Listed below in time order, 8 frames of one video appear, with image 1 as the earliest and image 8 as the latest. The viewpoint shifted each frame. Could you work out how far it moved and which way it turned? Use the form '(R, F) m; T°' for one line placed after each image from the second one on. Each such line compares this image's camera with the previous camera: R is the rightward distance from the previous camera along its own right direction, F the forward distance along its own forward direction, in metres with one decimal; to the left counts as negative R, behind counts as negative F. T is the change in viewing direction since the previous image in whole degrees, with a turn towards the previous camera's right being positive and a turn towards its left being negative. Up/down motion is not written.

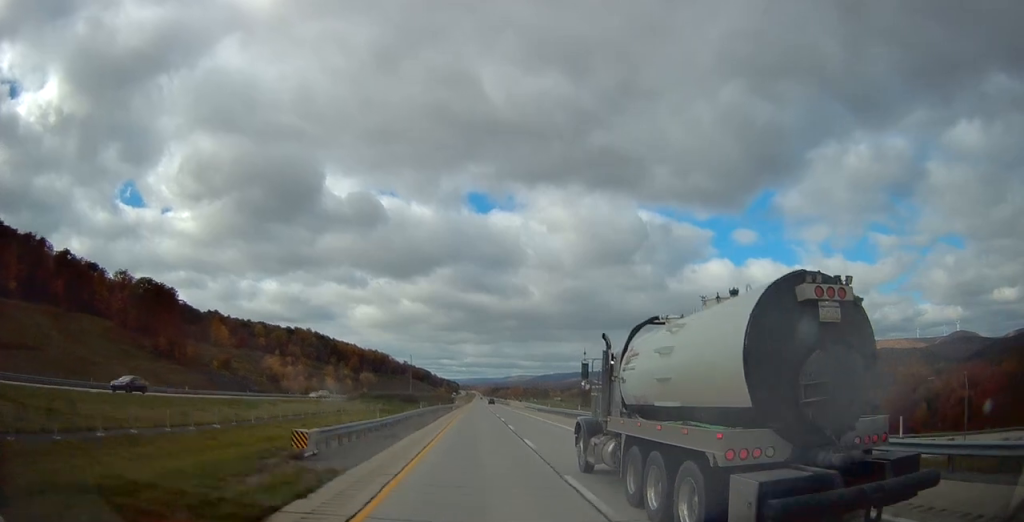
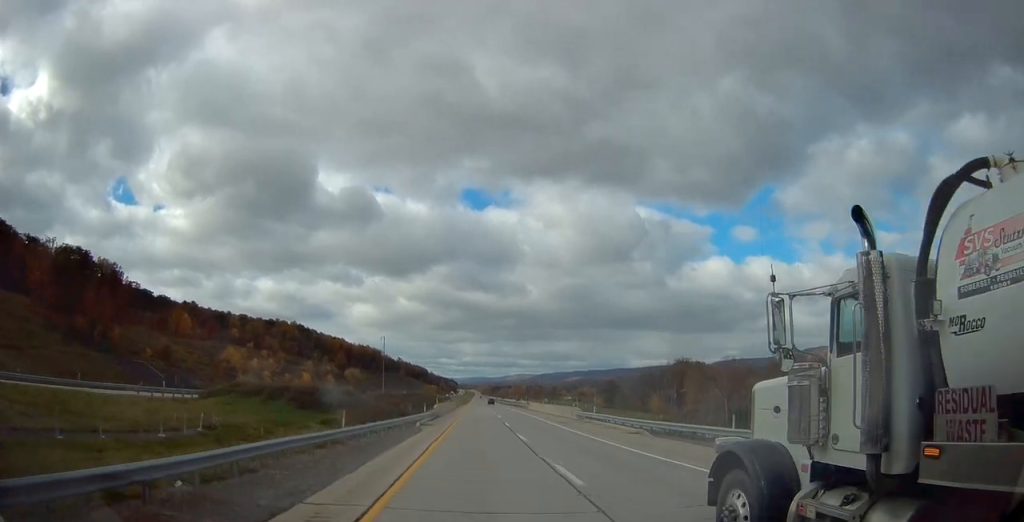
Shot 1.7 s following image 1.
(+0.4, +58.4) m; 0°
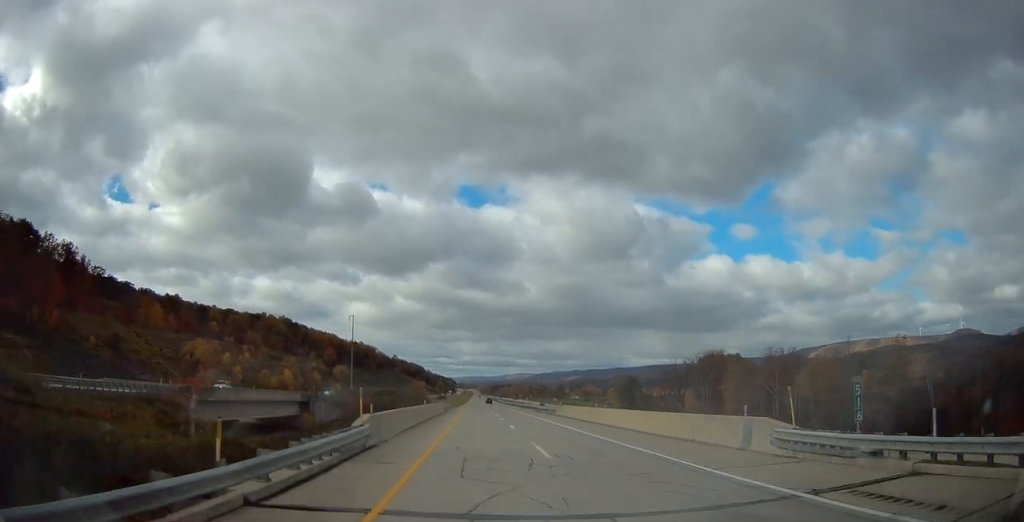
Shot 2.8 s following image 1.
(-0.2, +36.0) m; 0°
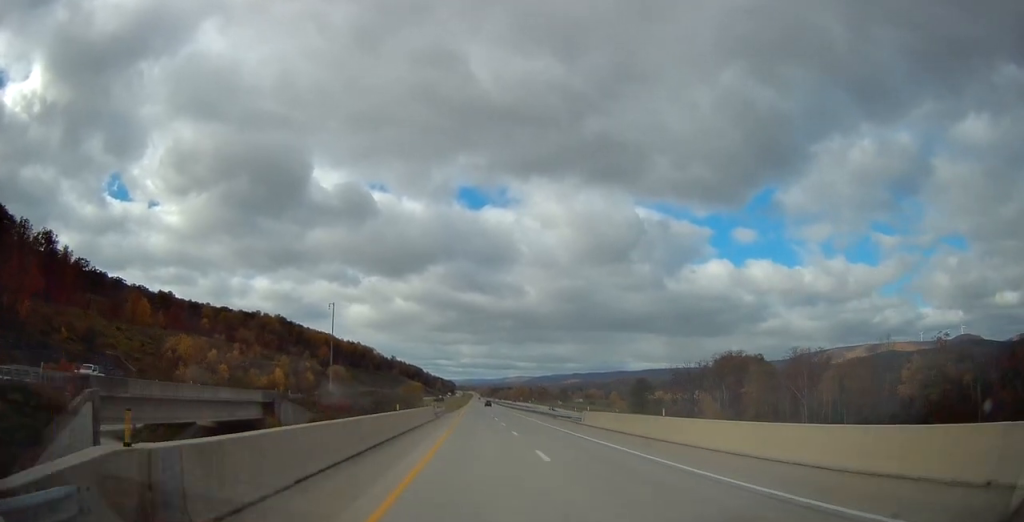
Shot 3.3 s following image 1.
(+0.1, +15.8) m; 0°
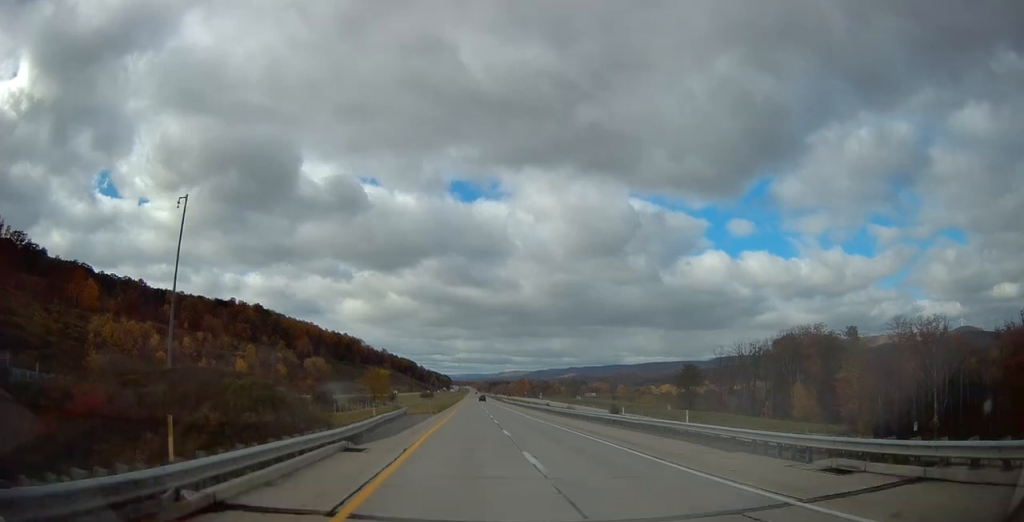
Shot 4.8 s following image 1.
(+0.1, +50.7) m; 0°
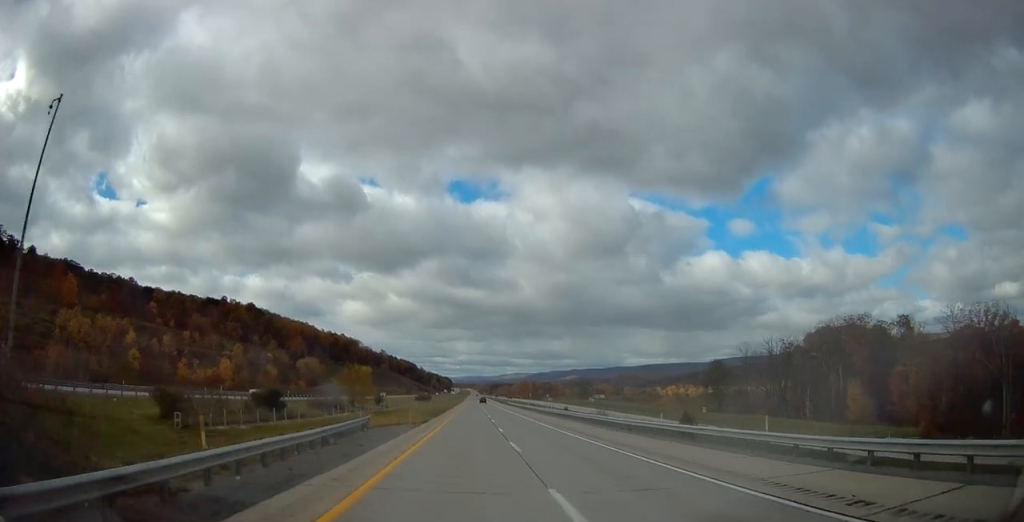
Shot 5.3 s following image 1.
(+0.1, +19.2) m; 0°
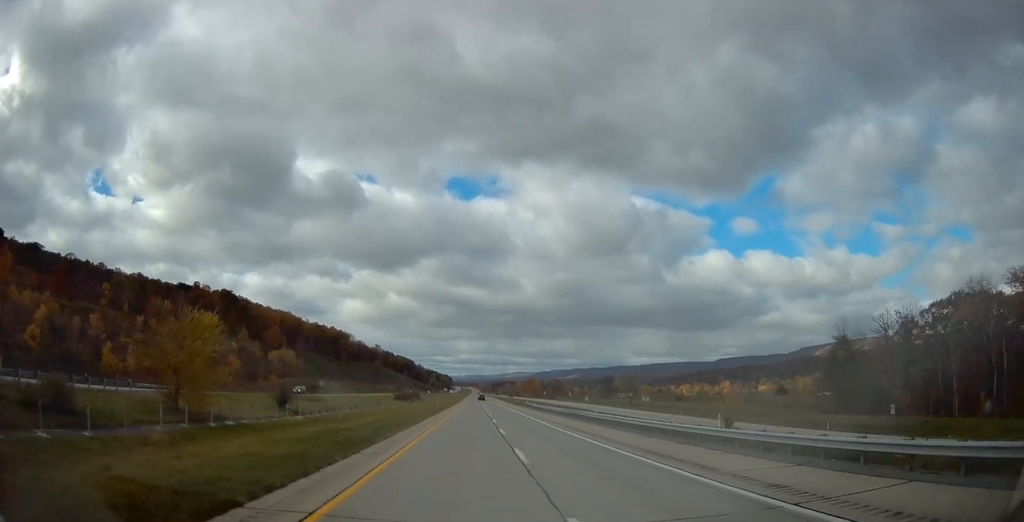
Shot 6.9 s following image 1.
(-0.2, +53.0) m; 0°
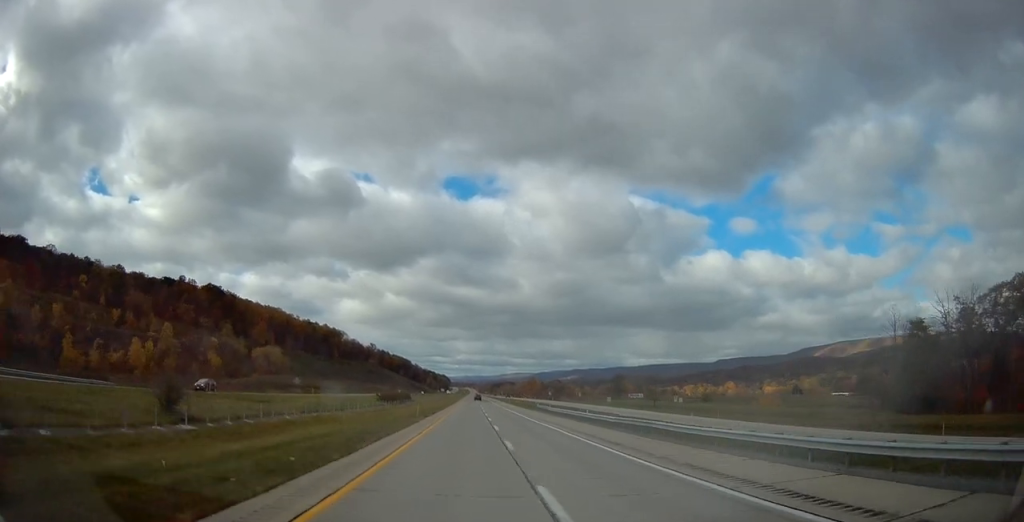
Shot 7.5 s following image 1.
(0.0, +20.4) m; 0°
